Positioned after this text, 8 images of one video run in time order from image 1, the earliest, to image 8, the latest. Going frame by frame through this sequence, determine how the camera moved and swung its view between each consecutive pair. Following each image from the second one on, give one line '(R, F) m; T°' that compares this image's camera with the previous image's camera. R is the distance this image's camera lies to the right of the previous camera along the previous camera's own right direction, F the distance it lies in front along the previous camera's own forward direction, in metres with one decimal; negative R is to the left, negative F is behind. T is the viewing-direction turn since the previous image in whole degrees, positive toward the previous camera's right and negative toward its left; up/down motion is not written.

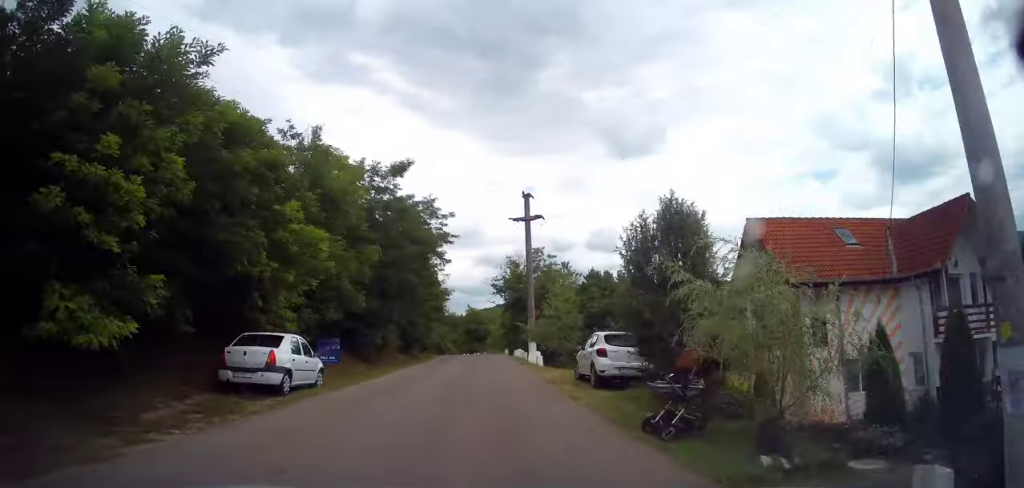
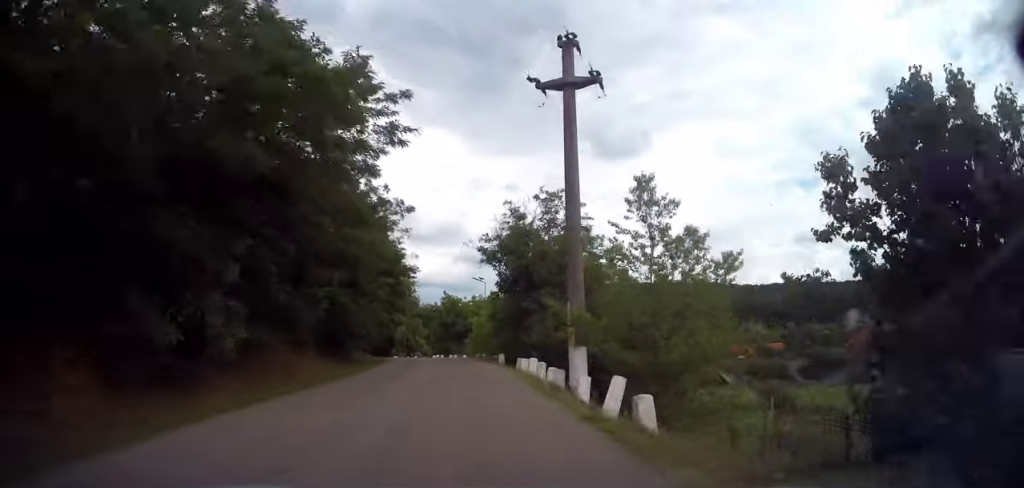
(+0.9, +18.8) m; +2°
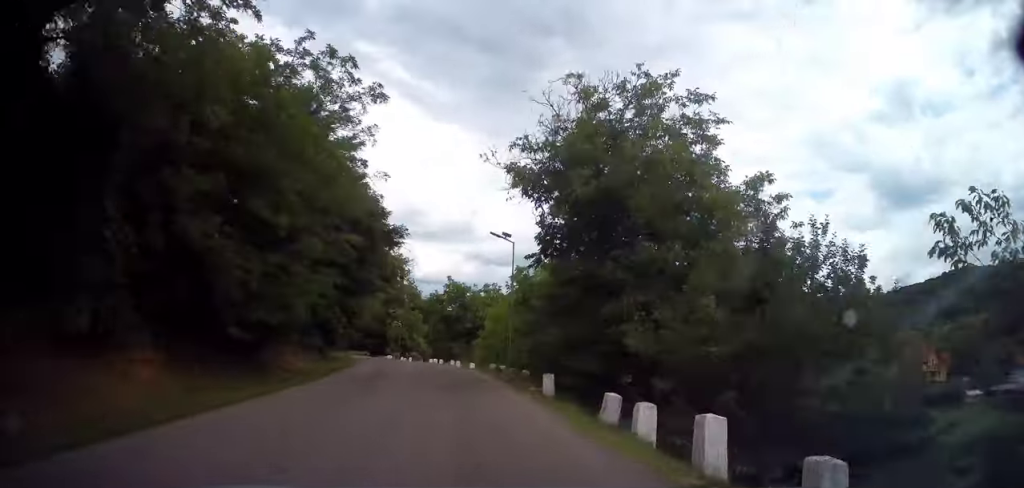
(-0.4, +14.9) m; -2°
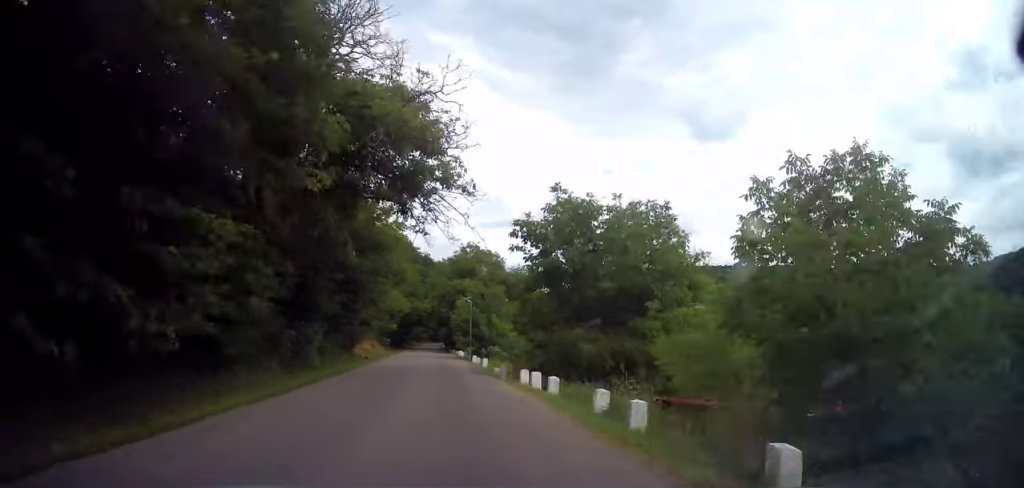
(-1.3, +27.6) m; -7°
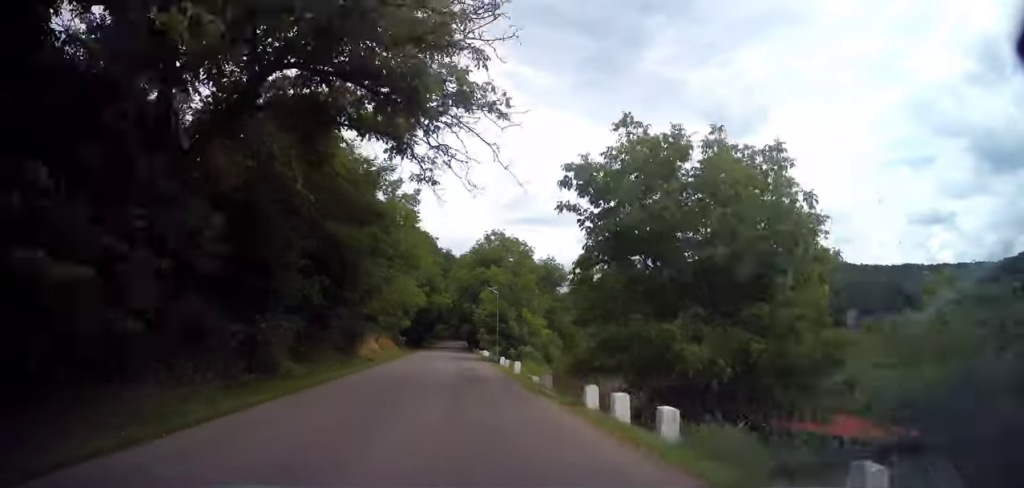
(-0.3, +7.2) m; -1°
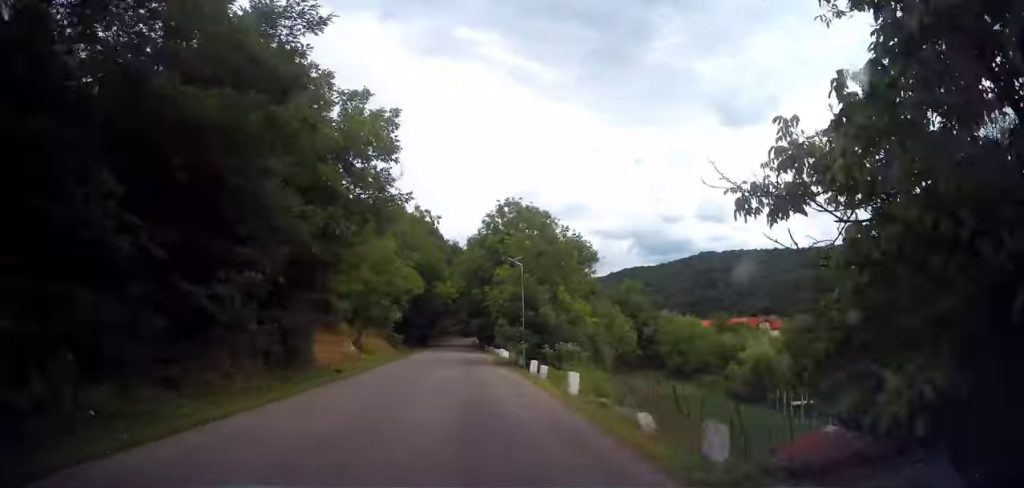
(-0.2, +11.5) m; -2°
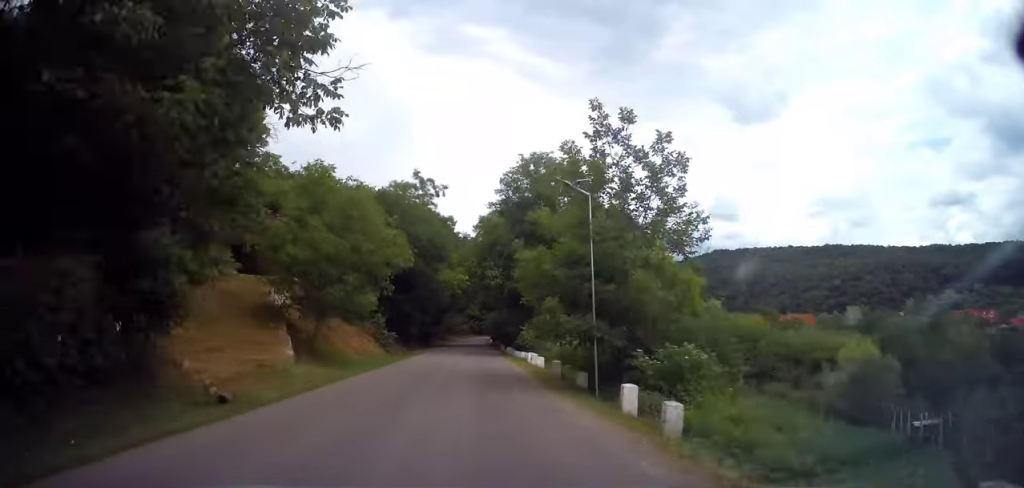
(+0.1, +11.7) m; -2°
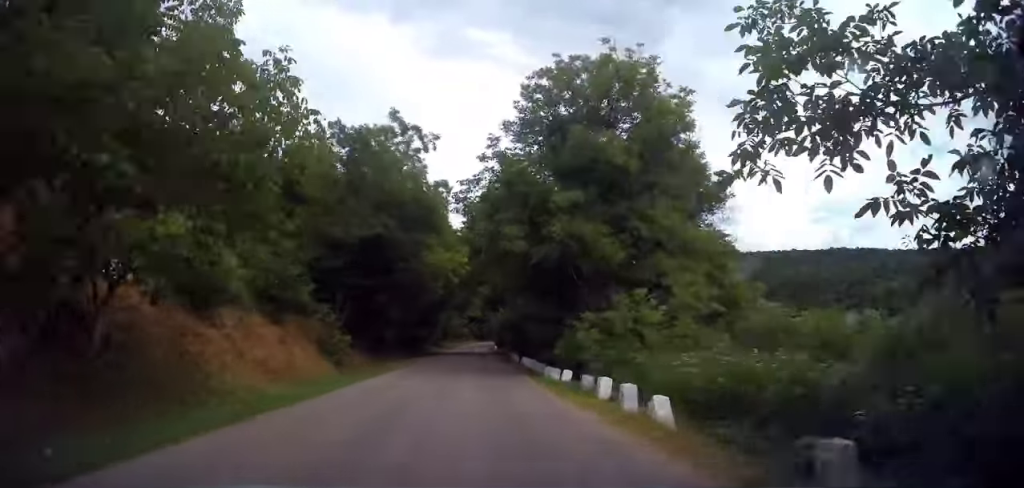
(-0.5, +14.2) m; 0°
